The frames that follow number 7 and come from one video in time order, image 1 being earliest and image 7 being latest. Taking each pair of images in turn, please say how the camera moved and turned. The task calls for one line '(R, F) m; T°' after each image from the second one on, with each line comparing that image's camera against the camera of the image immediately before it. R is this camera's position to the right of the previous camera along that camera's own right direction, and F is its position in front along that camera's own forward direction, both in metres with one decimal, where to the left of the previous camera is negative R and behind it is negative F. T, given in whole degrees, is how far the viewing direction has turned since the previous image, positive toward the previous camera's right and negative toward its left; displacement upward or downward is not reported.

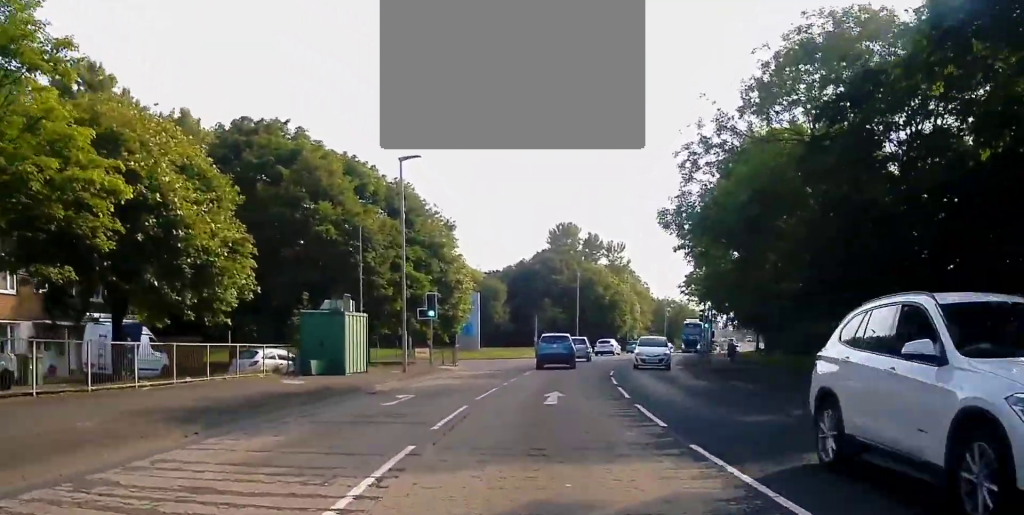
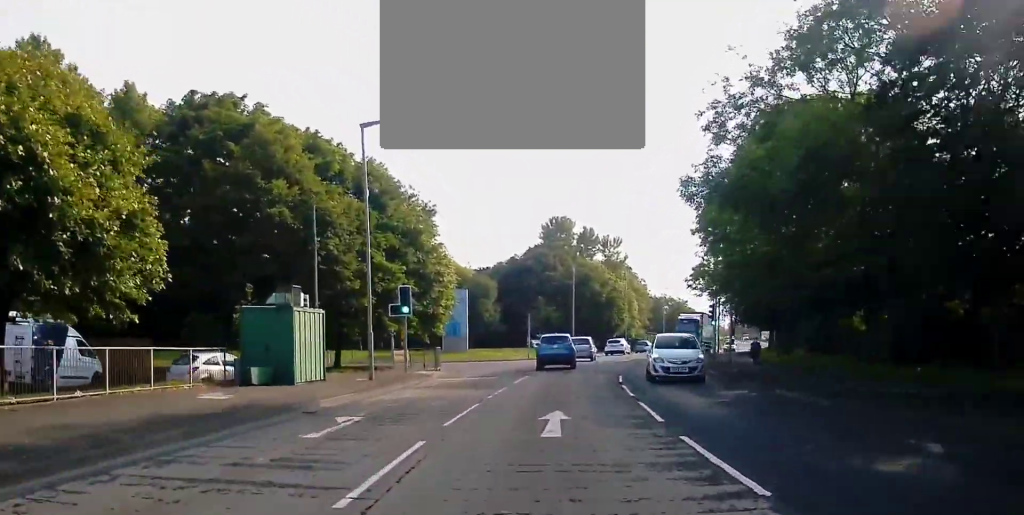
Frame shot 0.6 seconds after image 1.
(+0.2, +5.2) m; +3°
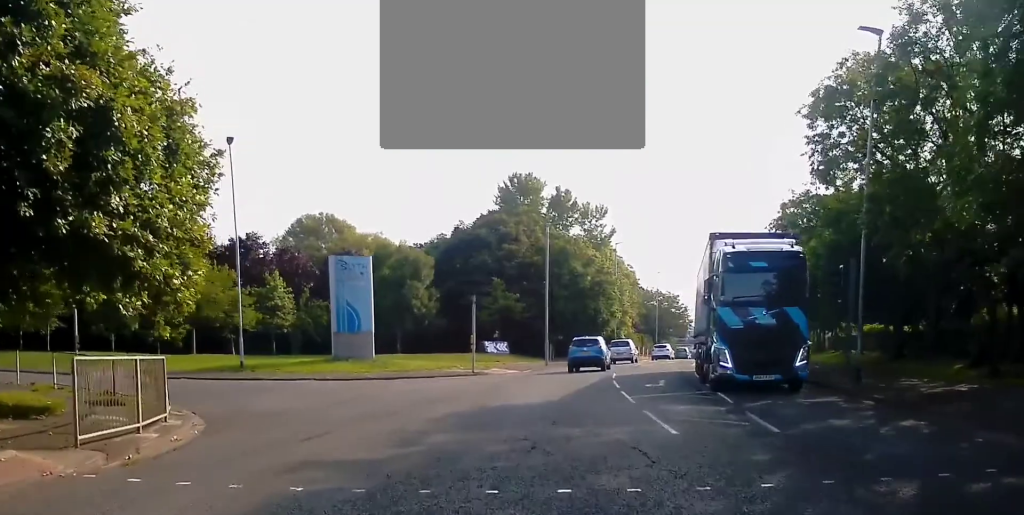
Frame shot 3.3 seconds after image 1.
(-0.6, +26.2) m; 0°
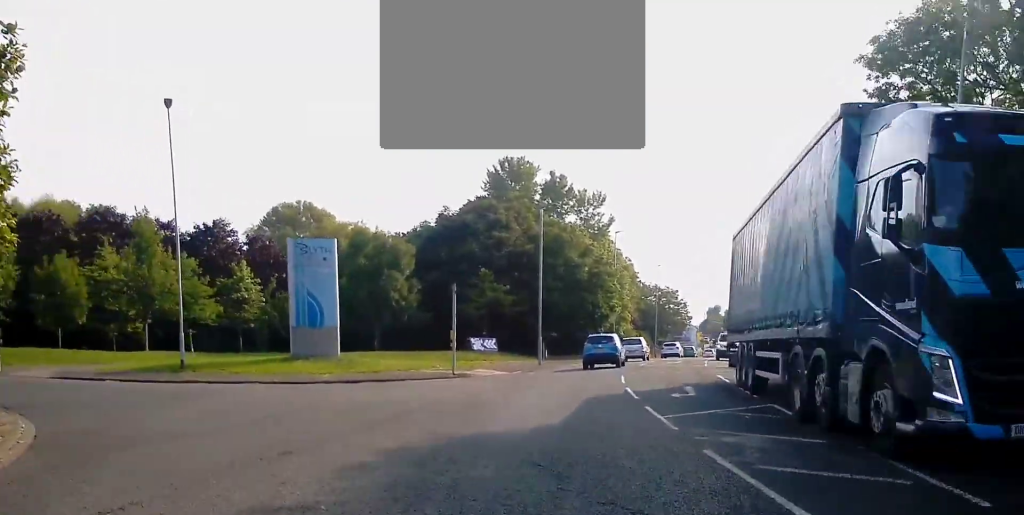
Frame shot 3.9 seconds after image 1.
(+0.3, +5.8) m; +3°
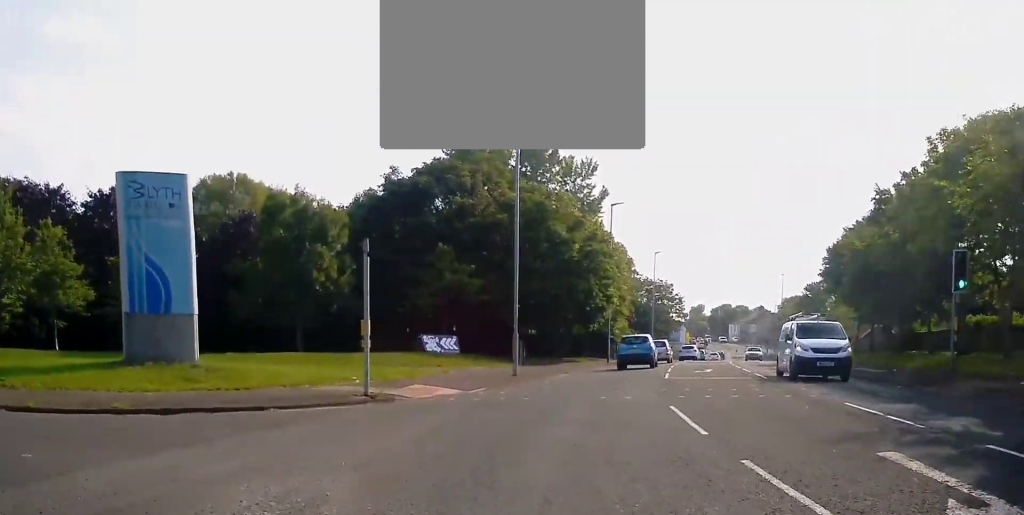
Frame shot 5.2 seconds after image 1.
(0.0, +13.8) m; 0°
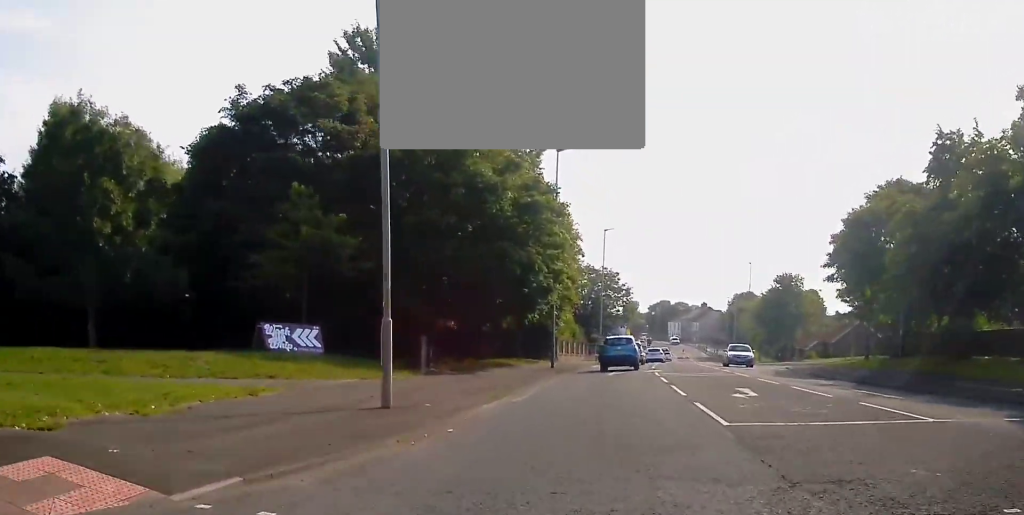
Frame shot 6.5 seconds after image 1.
(+0.4, +14.5) m; +6°
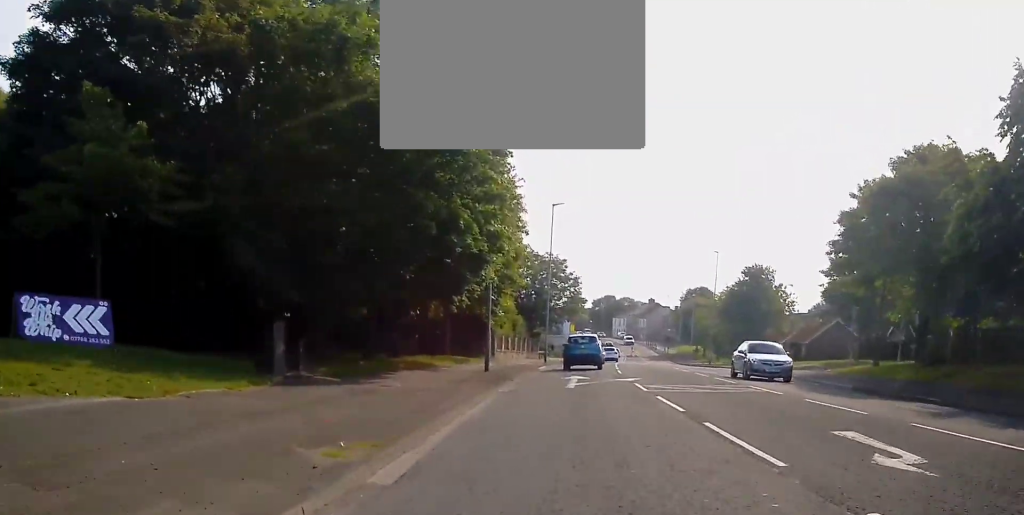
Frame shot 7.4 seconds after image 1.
(+0.5, +9.8) m; +4°
